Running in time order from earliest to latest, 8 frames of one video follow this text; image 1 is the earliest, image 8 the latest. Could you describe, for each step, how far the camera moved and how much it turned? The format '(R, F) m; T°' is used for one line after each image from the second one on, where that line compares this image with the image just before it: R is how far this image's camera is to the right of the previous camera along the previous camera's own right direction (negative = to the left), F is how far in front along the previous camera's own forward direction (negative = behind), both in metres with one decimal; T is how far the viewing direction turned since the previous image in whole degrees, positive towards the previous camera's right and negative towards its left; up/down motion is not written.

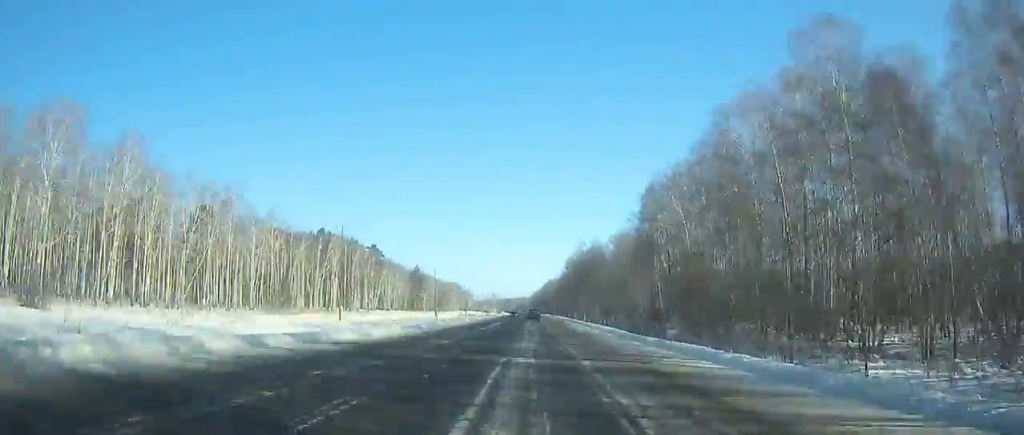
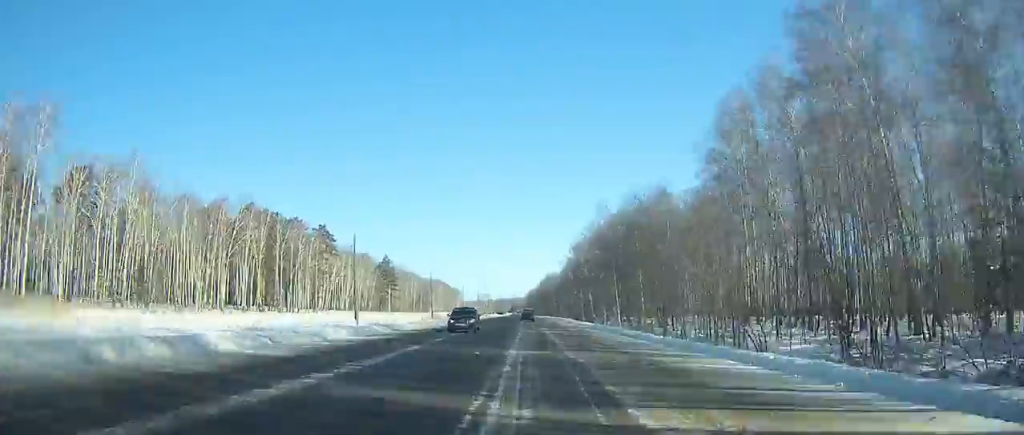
(-0.2, +50.6) m; 0°
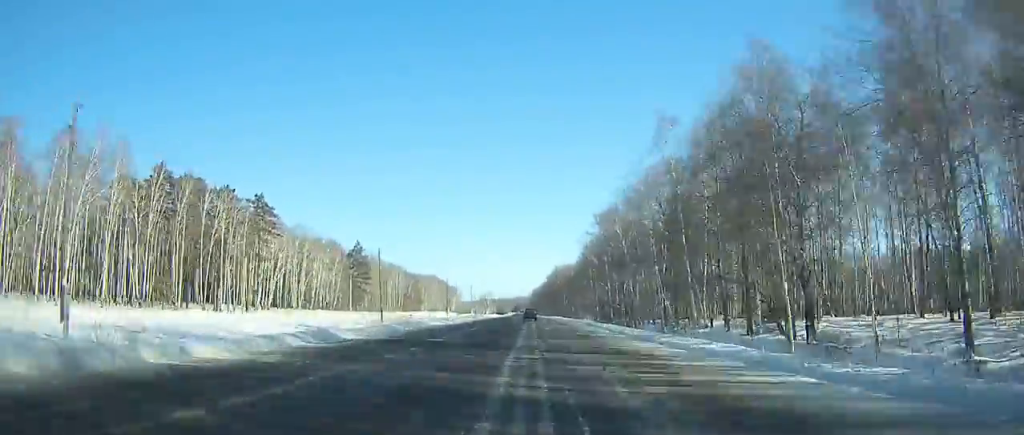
(0.0, +43.2) m; 0°
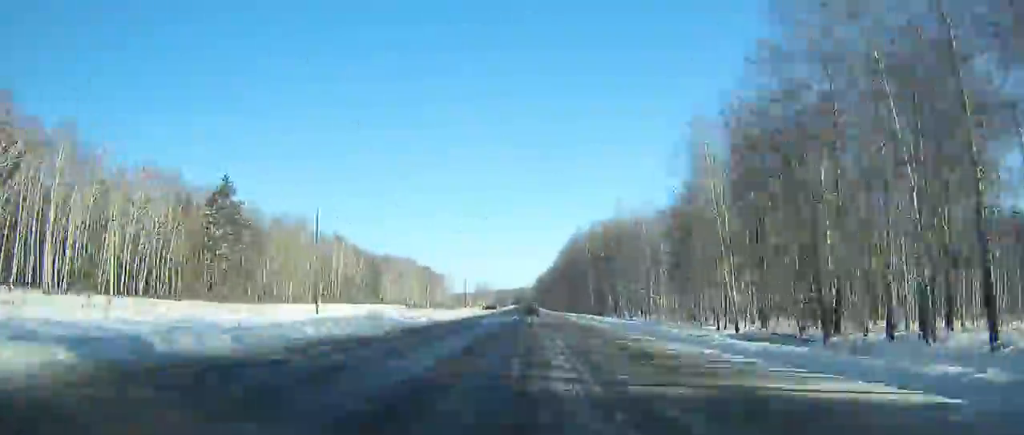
(0.0, +84.3) m; 0°
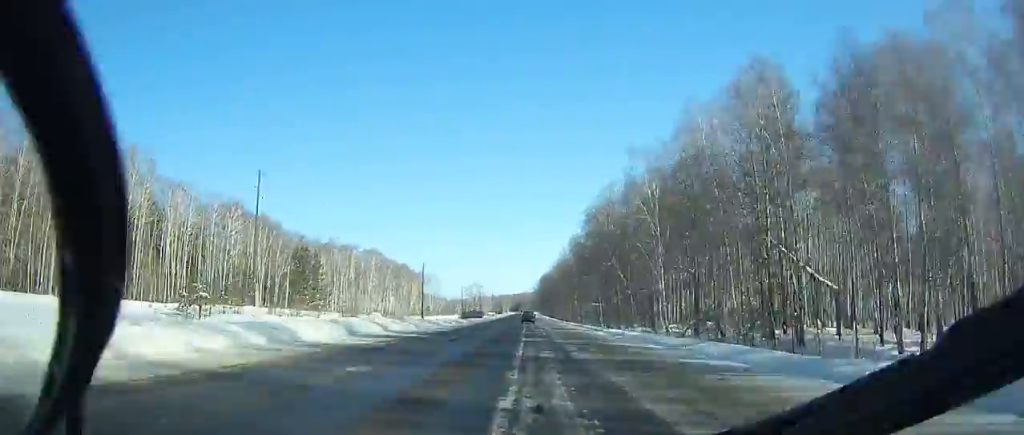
(-0.1, +66.3) m; 0°
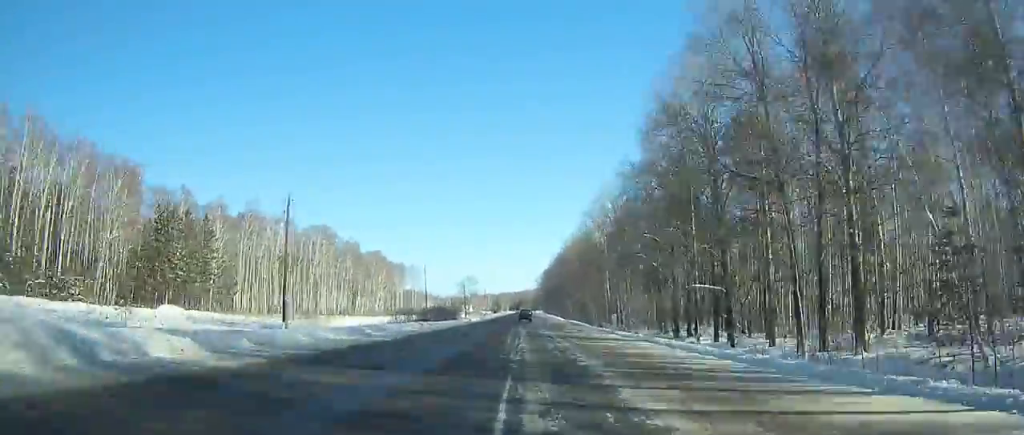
(0.0, +58.4) m; 0°
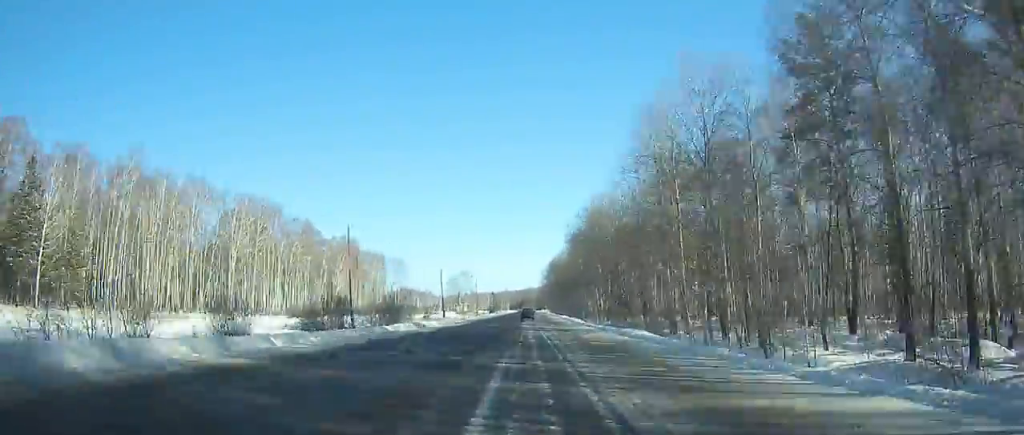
(-0.2, +43.2) m; 0°
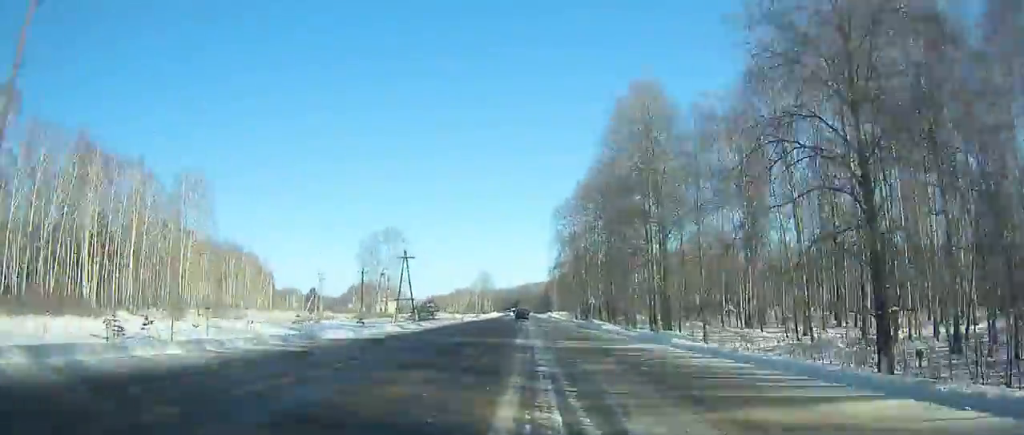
(-0.2, +154.5) m; 0°
